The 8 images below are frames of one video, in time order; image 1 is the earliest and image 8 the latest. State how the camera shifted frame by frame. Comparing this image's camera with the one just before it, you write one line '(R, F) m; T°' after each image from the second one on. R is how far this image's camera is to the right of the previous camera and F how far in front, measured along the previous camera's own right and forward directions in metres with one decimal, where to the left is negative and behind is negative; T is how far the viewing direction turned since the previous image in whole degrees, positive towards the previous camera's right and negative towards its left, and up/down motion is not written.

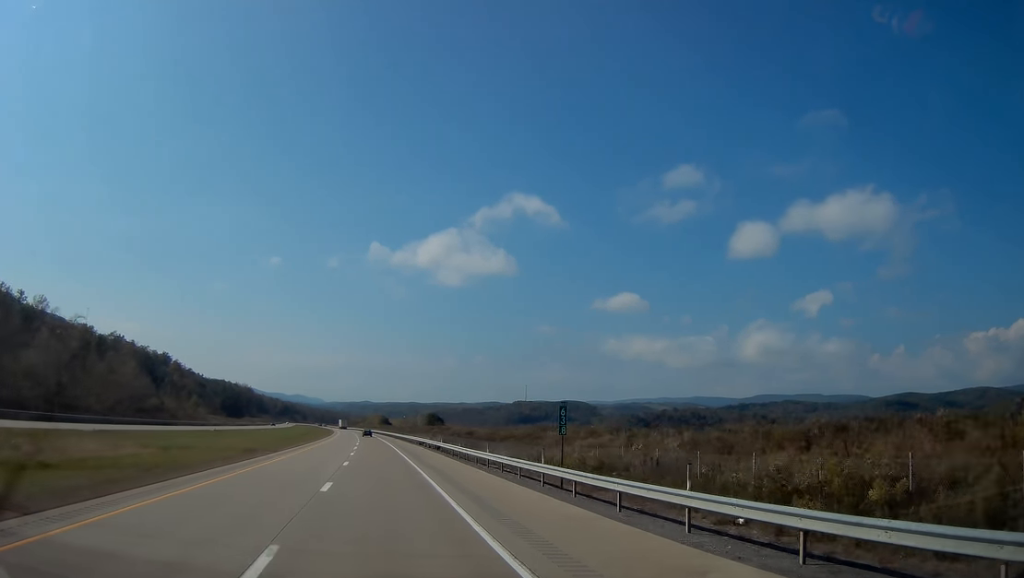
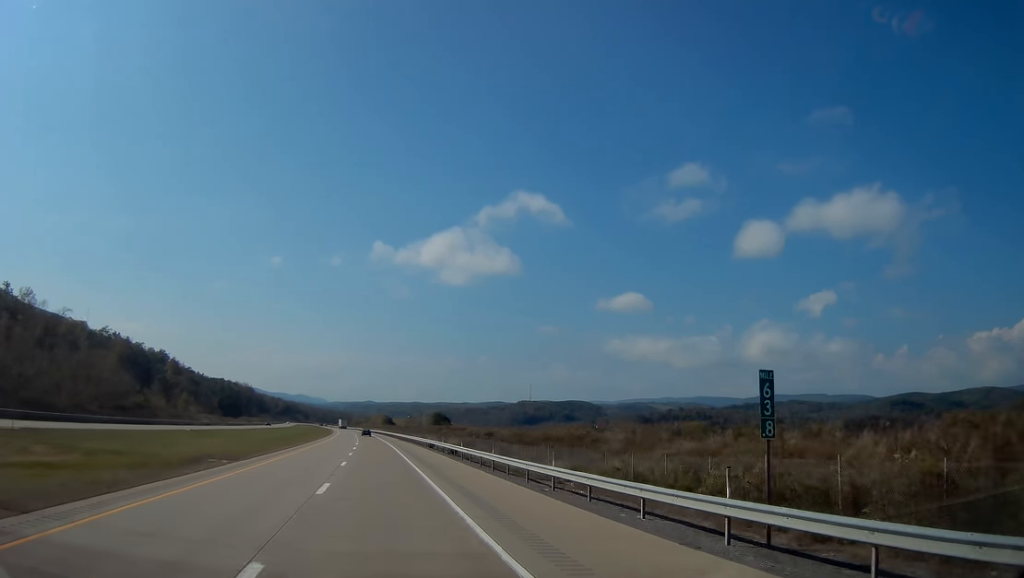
(0.0, +13.1) m; 0°
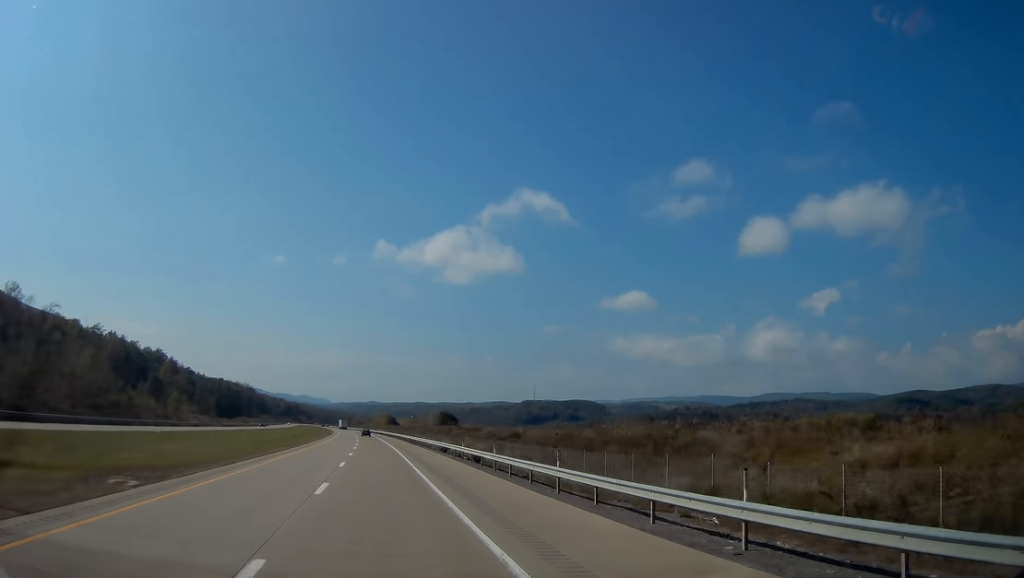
(0.0, +12.1) m; 0°
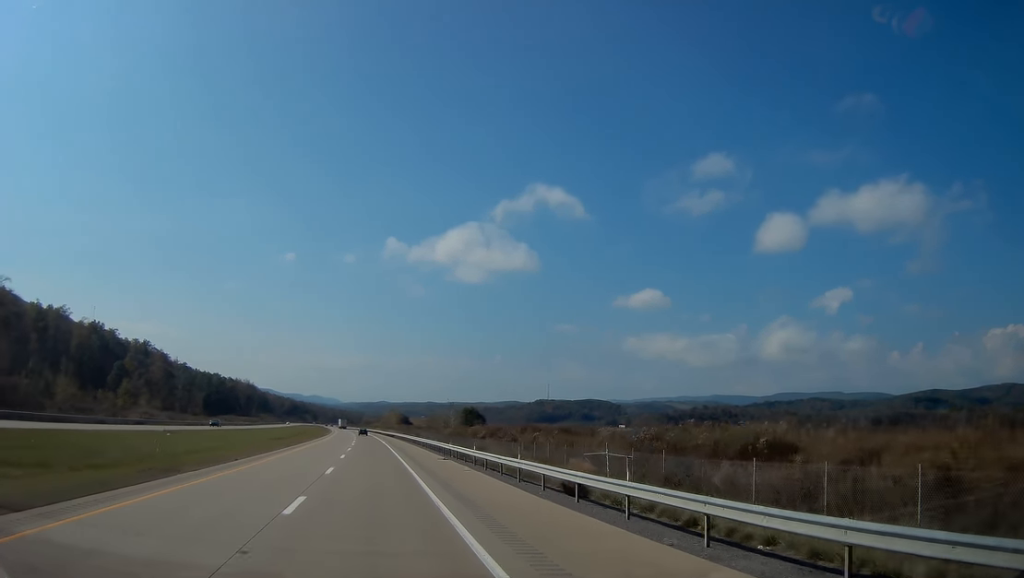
(-0.4, +41.2) m; -1°
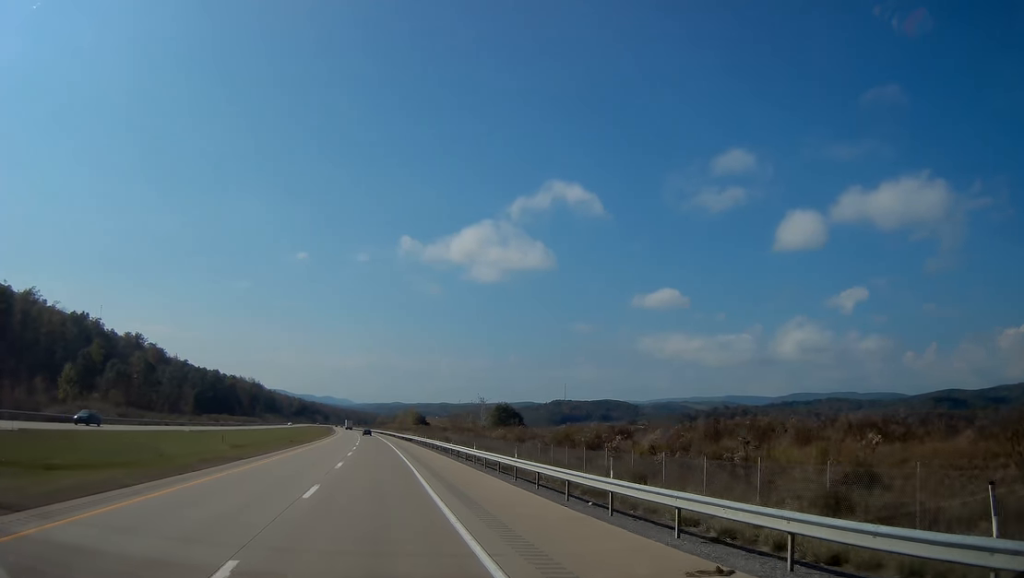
(-0.2, +32.9) m; -1°
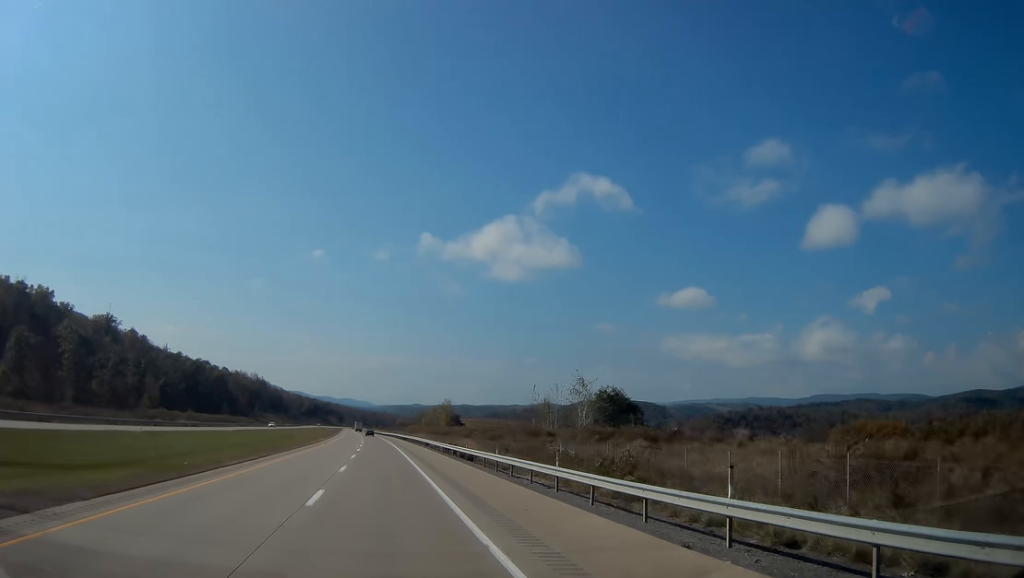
(-1.3, +62.4) m; -2°
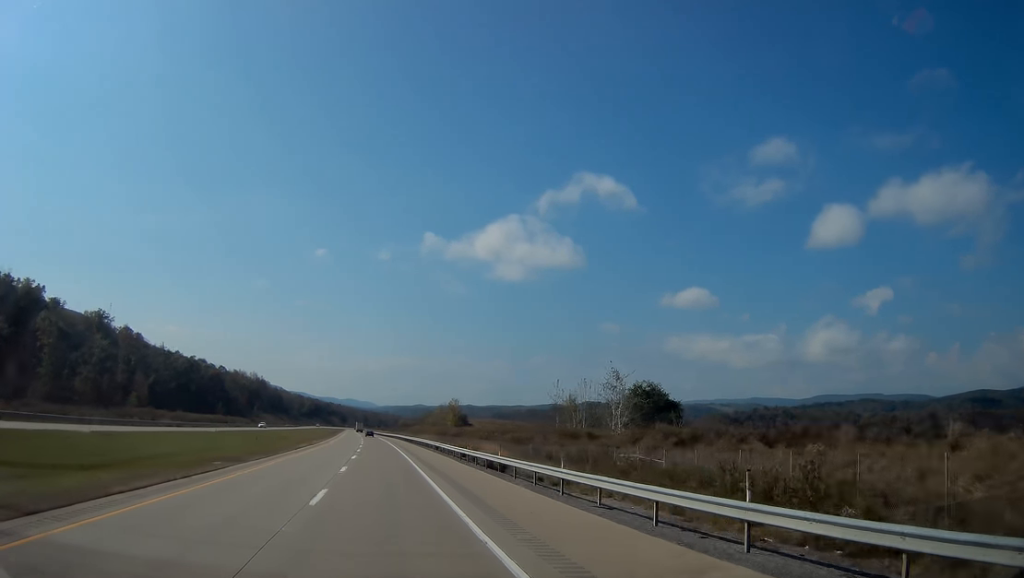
(0.0, +11.9) m; 0°
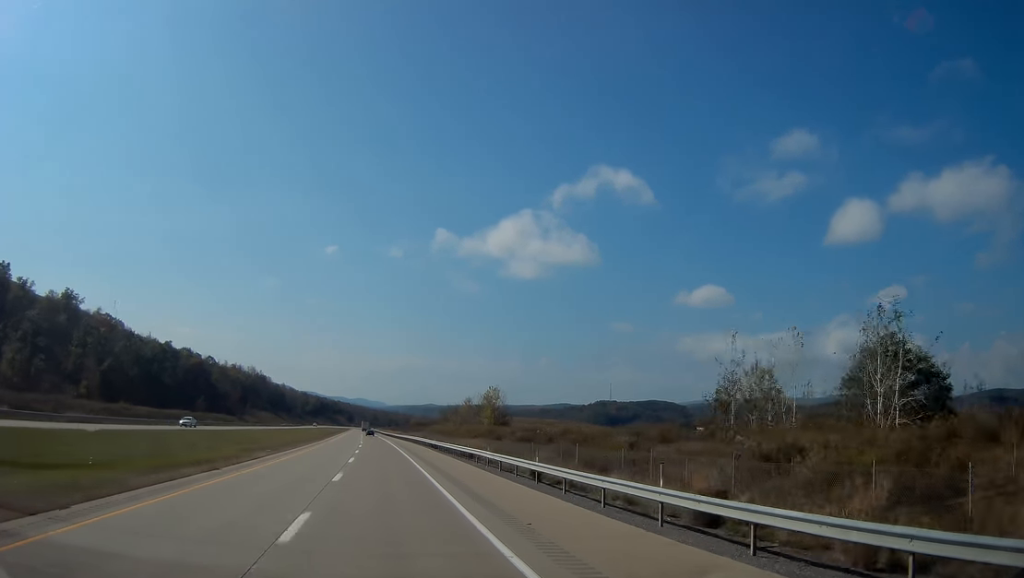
(-0.2, +41.7) m; -1°
